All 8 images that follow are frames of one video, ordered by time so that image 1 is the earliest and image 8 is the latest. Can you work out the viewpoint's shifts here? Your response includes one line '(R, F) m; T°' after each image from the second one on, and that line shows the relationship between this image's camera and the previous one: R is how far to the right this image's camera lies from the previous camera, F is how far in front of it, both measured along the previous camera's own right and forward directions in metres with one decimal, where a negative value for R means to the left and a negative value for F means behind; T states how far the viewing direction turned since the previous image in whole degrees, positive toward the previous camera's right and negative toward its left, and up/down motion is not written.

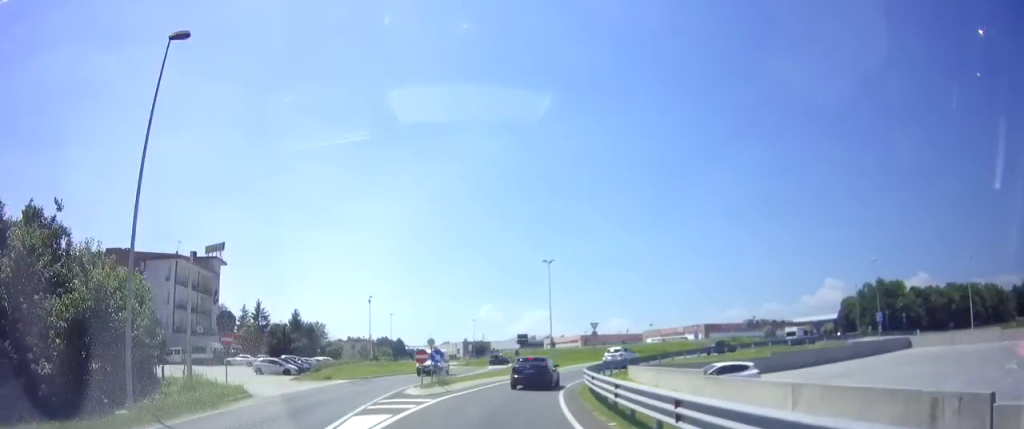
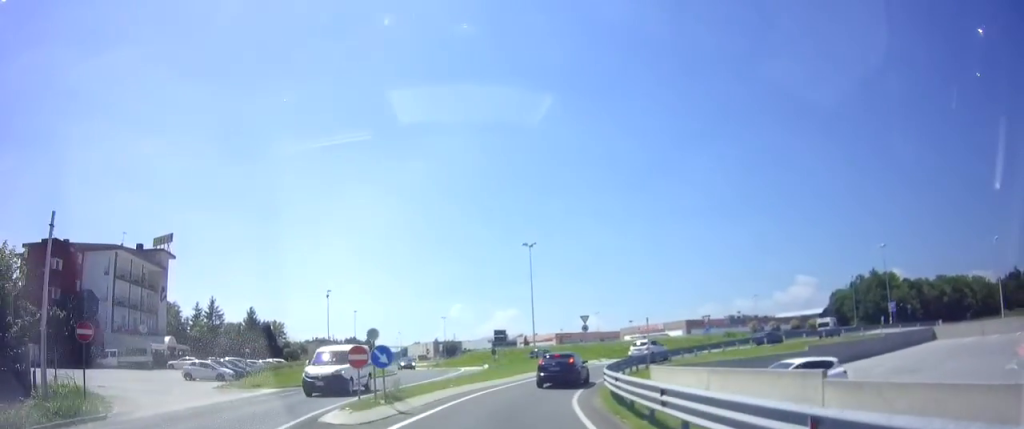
(+0.4, +7.8) m; +3°
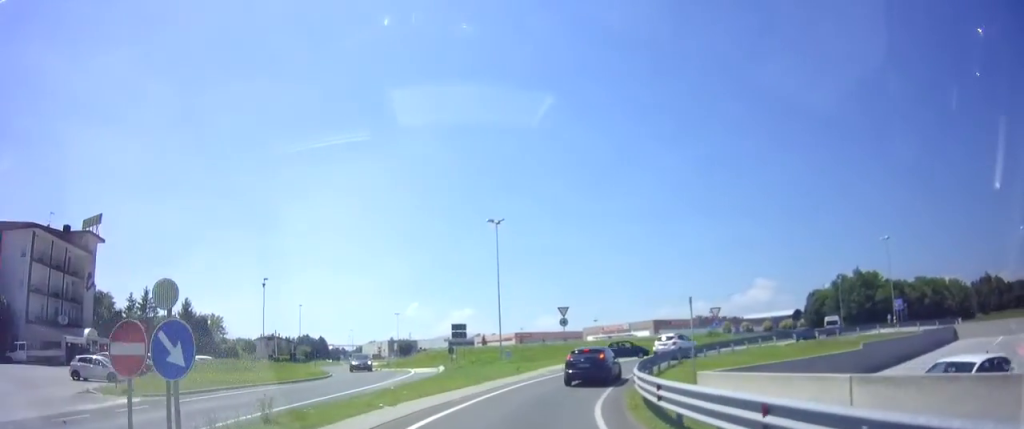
(0.0, +8.4) m; +2°
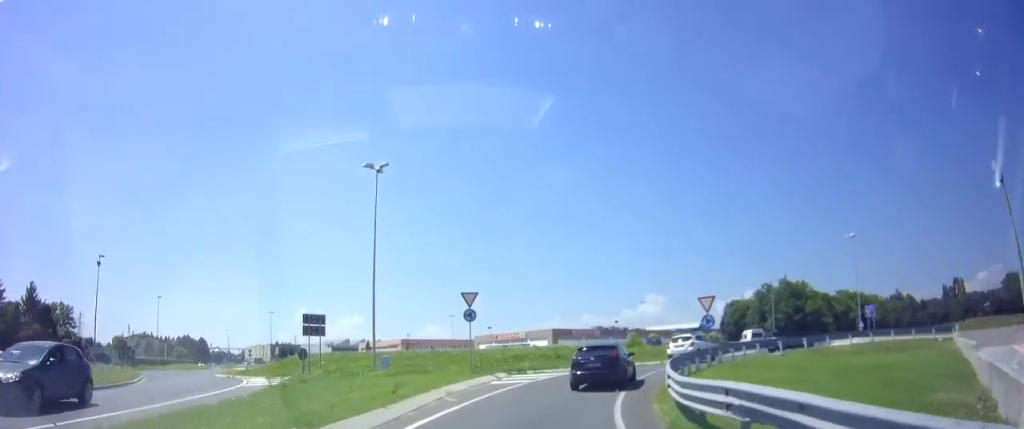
(+1.4, +12.8) m; +13°
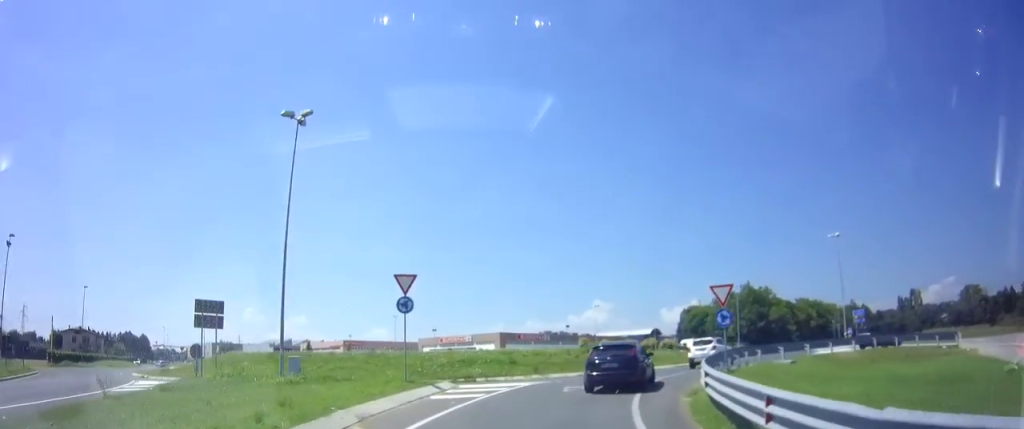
(+0.5, +6.2) m; +7°
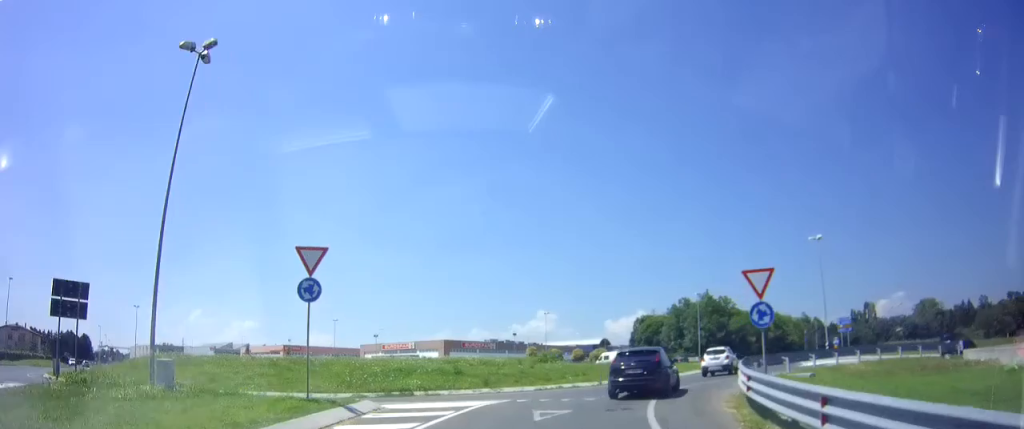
(+0.1, +5.8) m; +6°
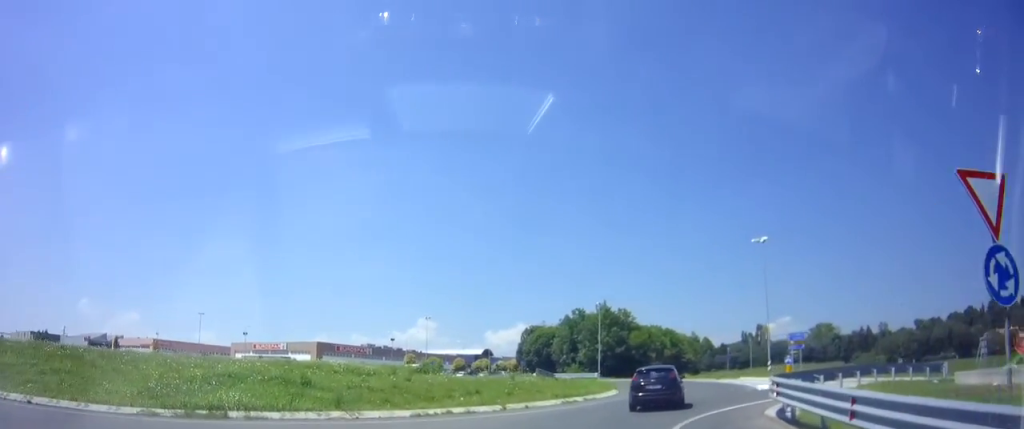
(+1.2, +8.9) m; +15°
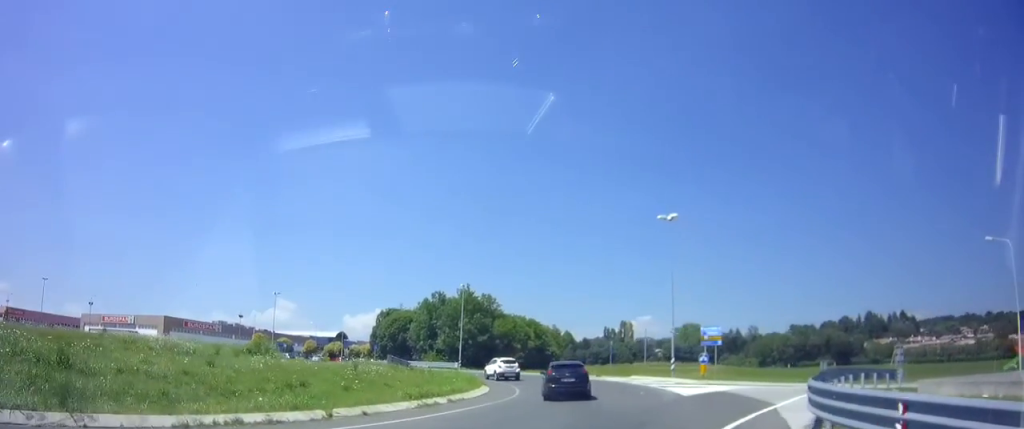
(+0.7, +6.7) m; +14°
